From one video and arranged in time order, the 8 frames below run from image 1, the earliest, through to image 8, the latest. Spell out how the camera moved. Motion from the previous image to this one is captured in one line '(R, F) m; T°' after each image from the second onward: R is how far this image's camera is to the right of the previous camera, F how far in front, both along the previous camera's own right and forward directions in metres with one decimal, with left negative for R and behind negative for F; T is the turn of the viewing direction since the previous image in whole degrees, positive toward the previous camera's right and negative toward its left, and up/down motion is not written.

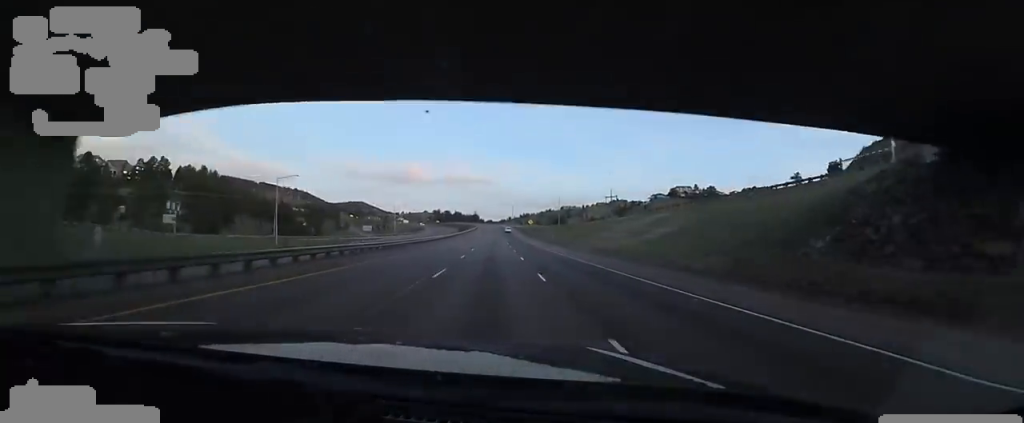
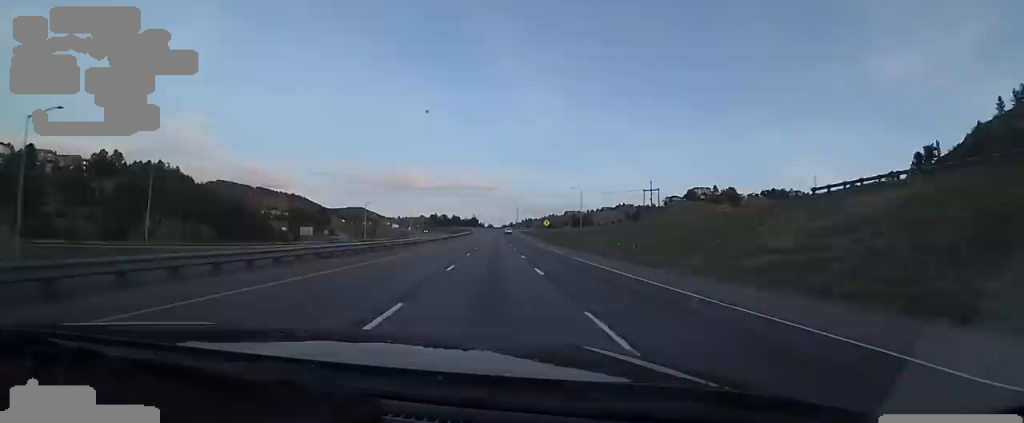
(+0.6, +46.9) m; +1°
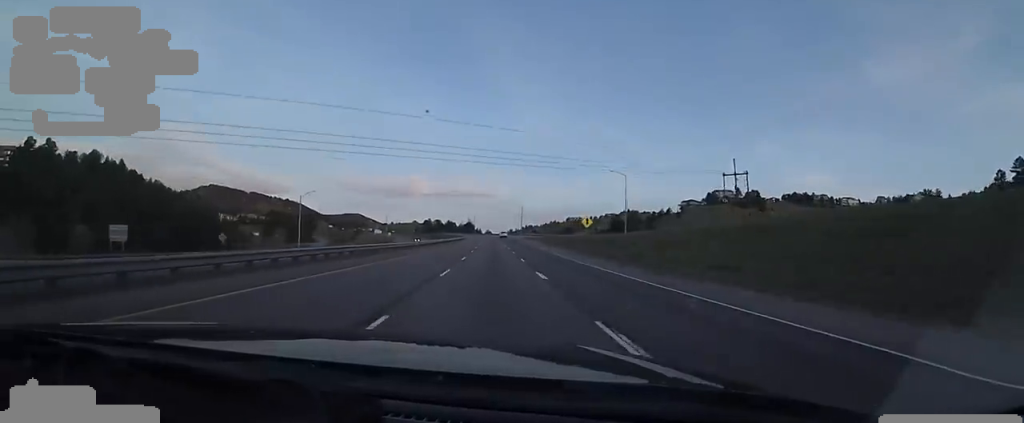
(-0.2, +48.3) m; -2°
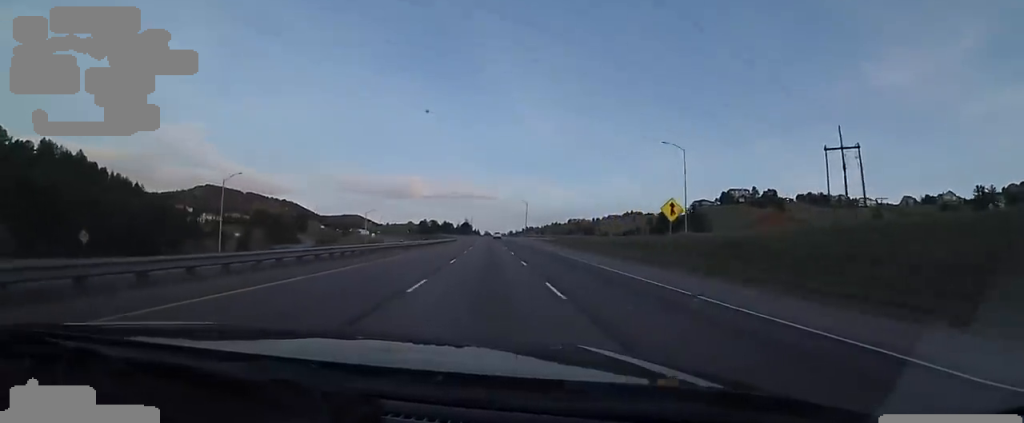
(-0.5, +28.3) m; 0°
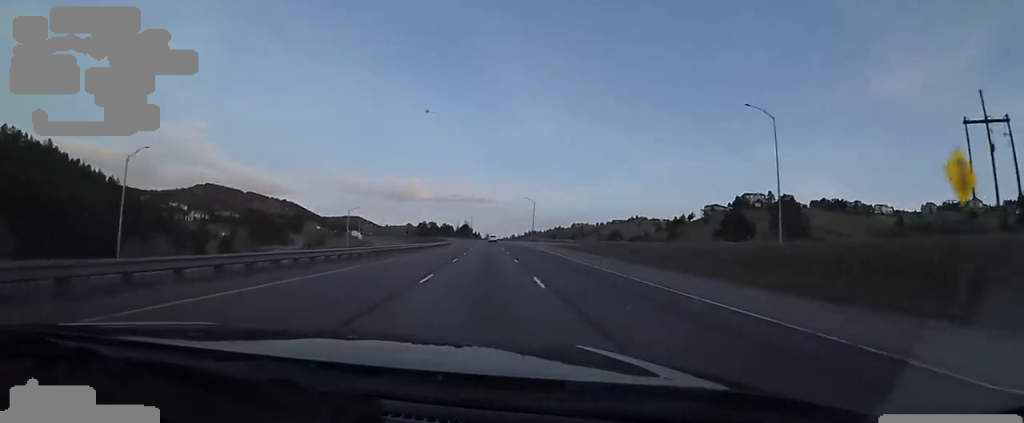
(0.0, +20.7) m; 0°
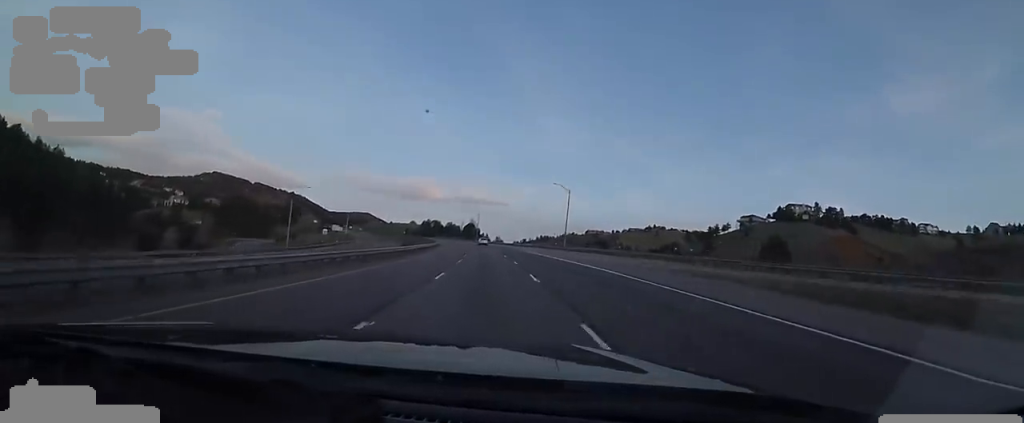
(-0.1, +45.1) m; -2°
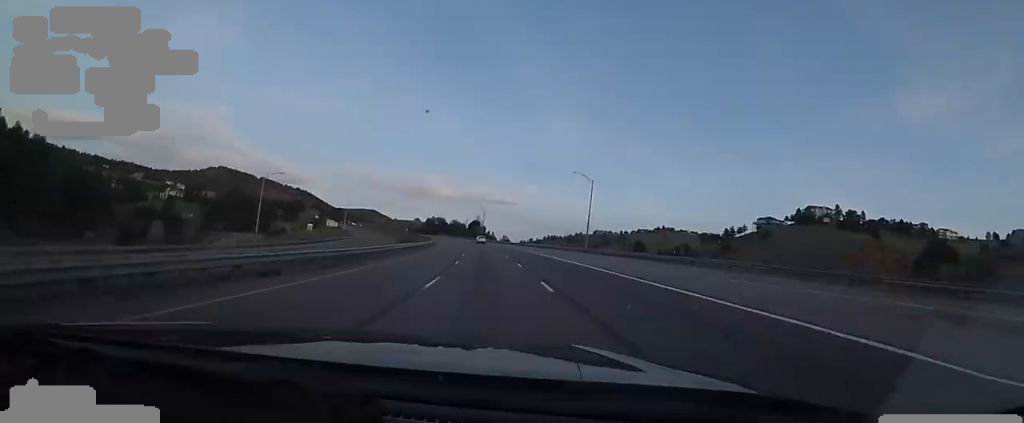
(-0.2, +15.2) m; -1°
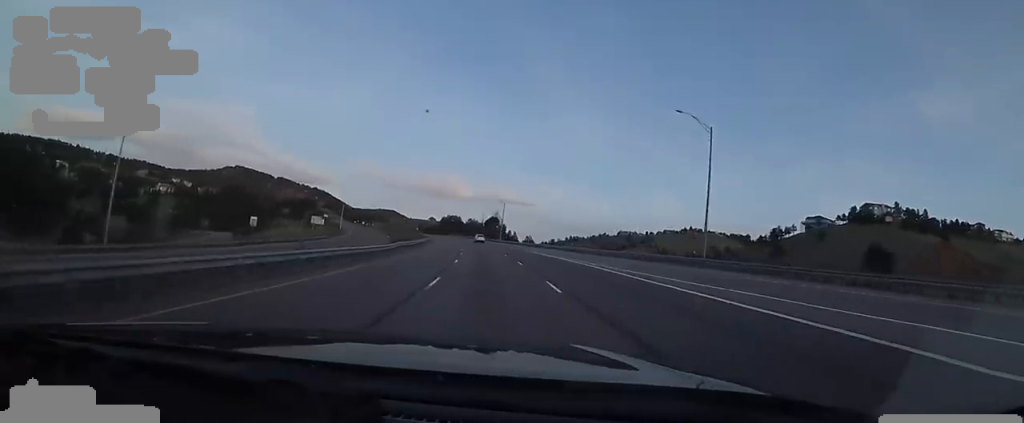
(-0.2, +36.8) m; -2°
